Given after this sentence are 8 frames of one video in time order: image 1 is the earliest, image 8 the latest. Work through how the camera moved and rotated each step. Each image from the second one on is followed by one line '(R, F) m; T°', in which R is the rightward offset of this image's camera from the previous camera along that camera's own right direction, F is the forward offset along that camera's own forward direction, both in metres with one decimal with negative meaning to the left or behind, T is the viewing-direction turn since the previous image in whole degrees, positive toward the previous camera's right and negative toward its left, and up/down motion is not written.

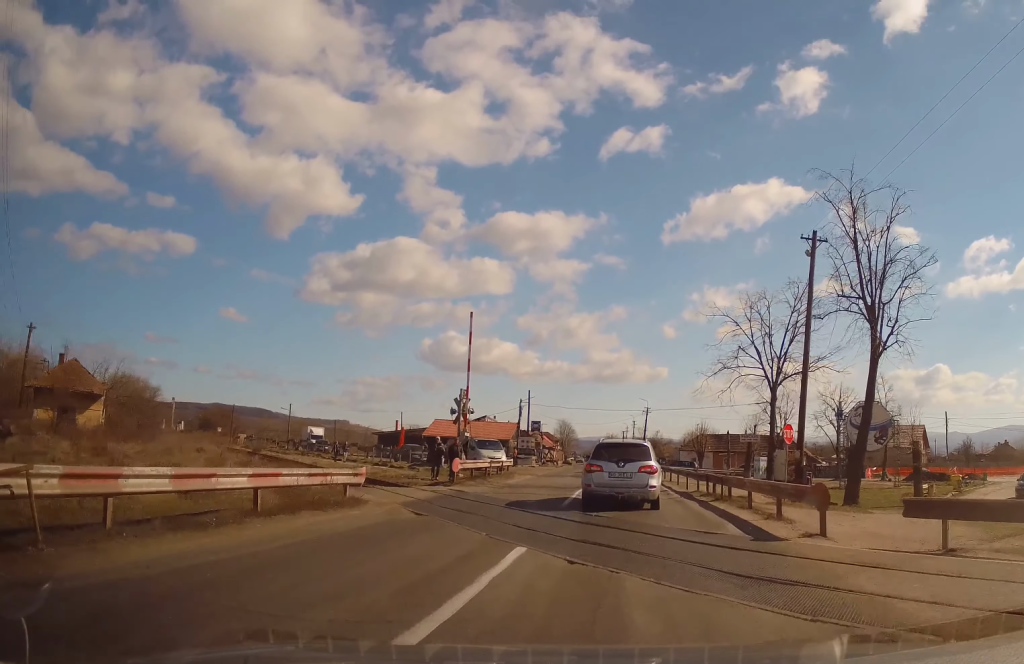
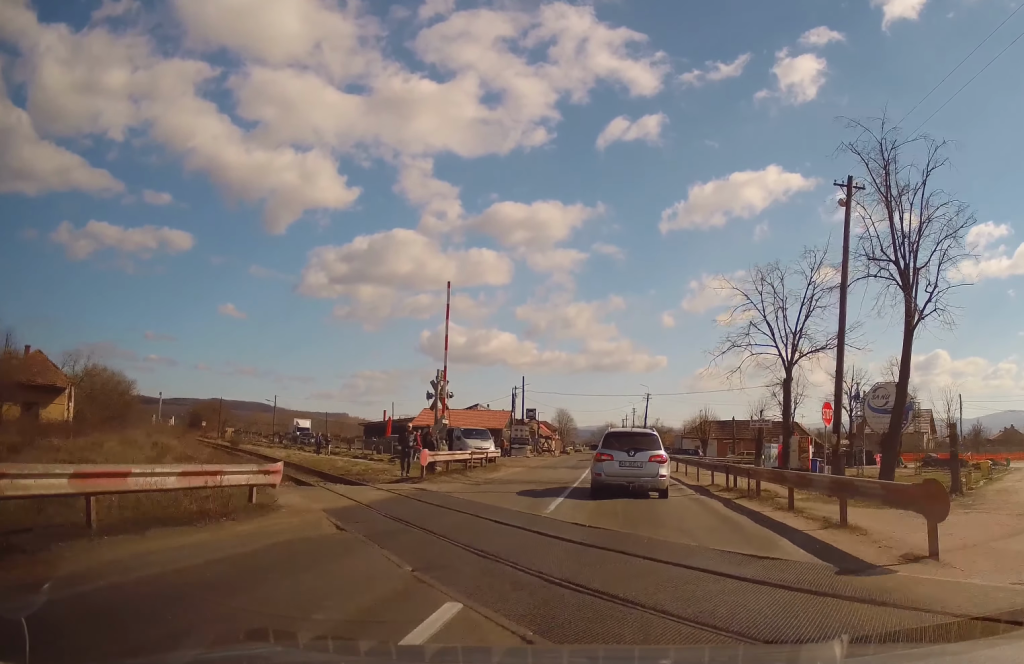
(0.0, +4.1) m; +2°
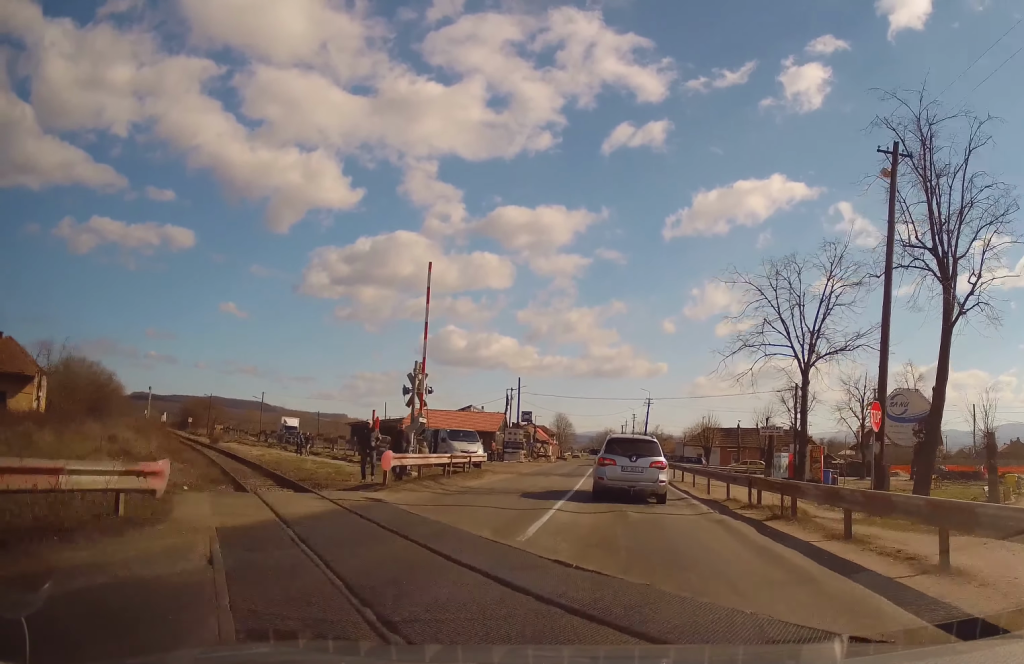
(-0.1, +3.4) m; +4°
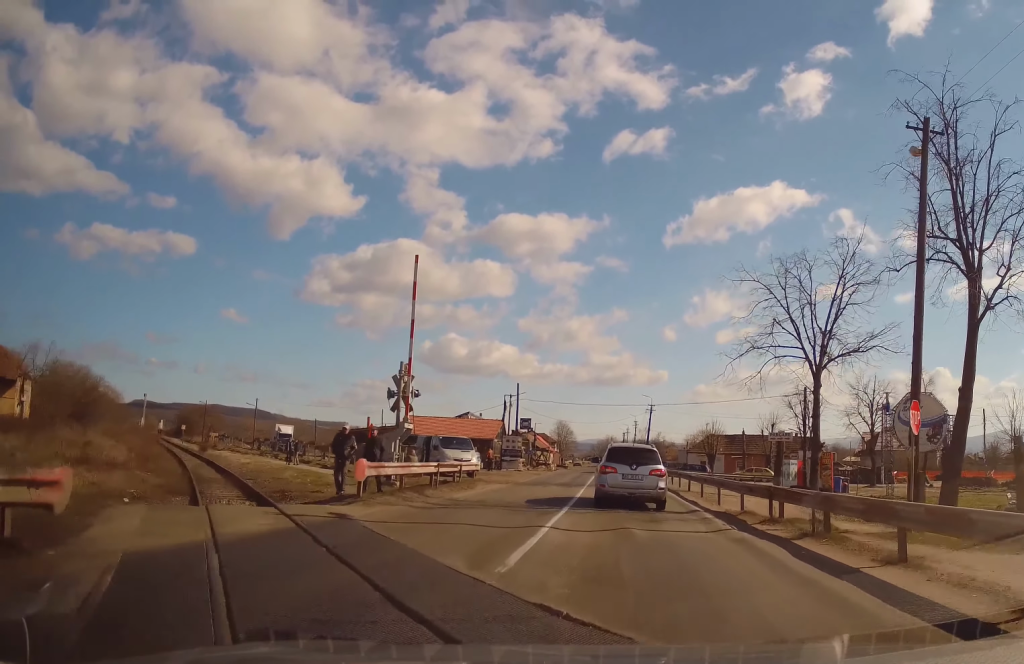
(+0.2, +2.0) m; 0°
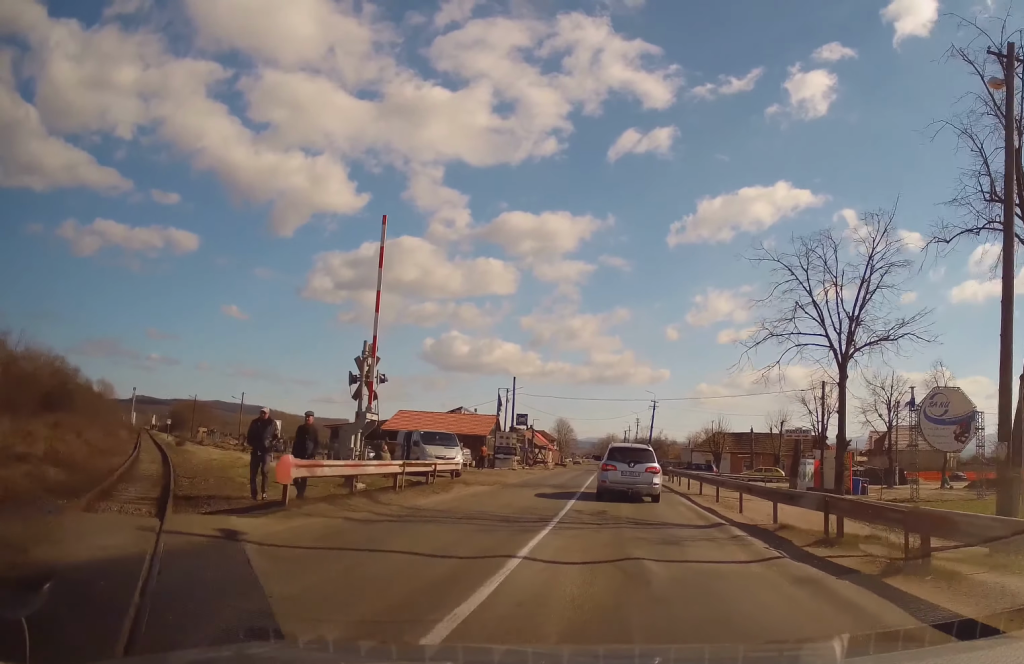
(+0.2, +3.8) m; -1°
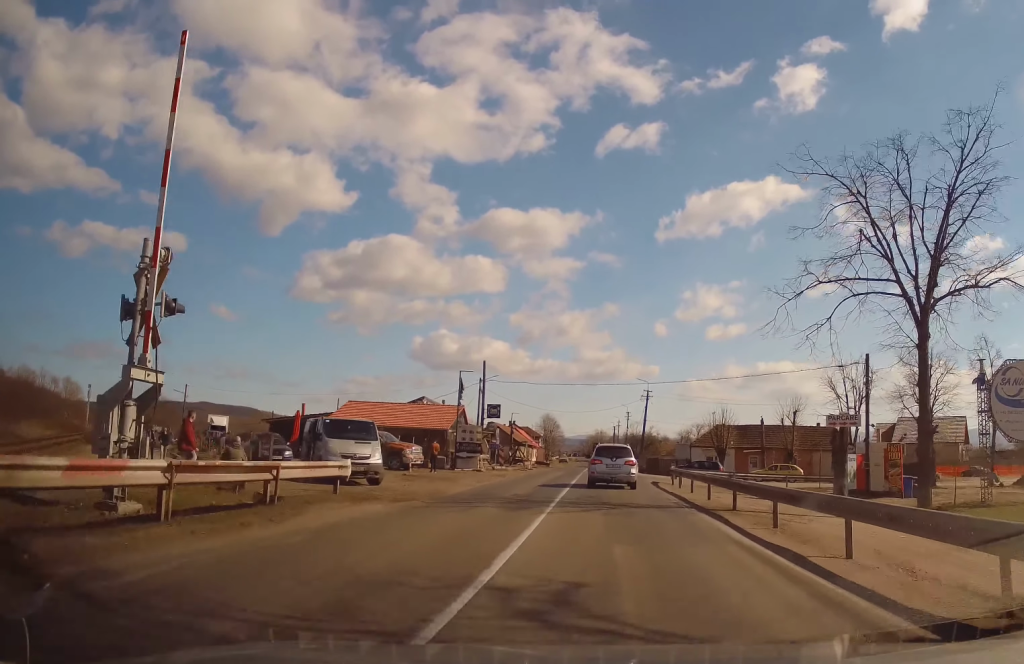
(-0.9, +9.4) m; -3°
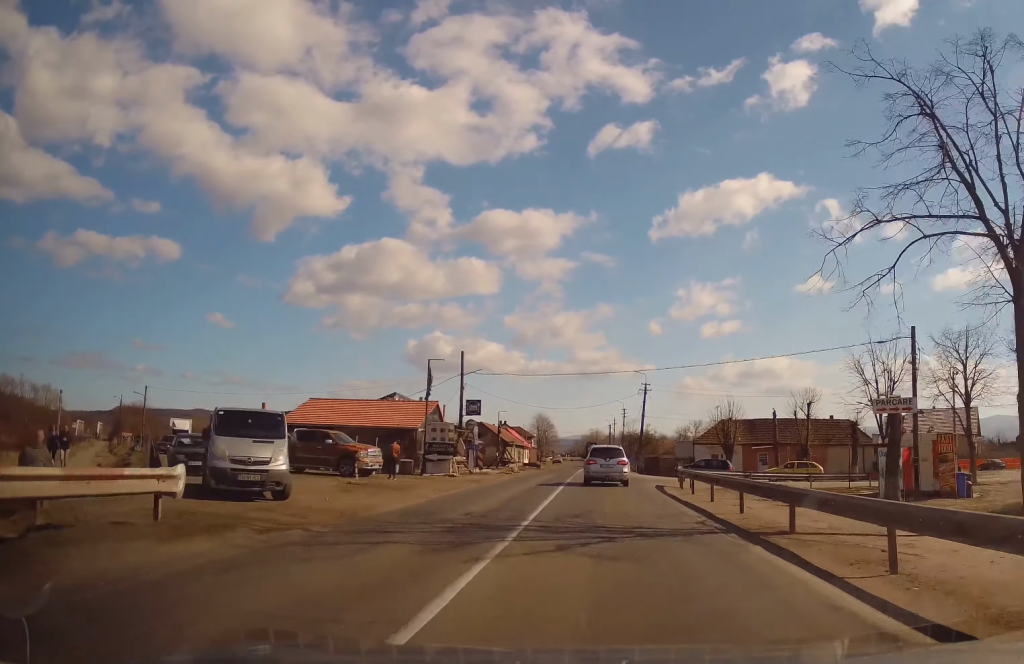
(+0.3, +5.8) m; -1°
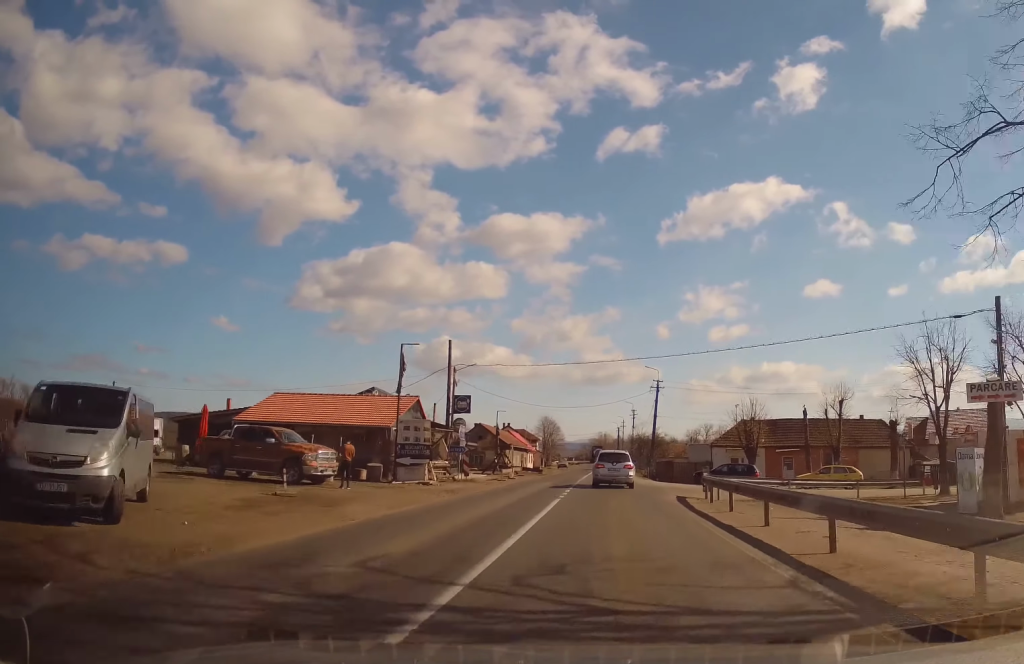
(-0.3, +5.7) m; 0°
